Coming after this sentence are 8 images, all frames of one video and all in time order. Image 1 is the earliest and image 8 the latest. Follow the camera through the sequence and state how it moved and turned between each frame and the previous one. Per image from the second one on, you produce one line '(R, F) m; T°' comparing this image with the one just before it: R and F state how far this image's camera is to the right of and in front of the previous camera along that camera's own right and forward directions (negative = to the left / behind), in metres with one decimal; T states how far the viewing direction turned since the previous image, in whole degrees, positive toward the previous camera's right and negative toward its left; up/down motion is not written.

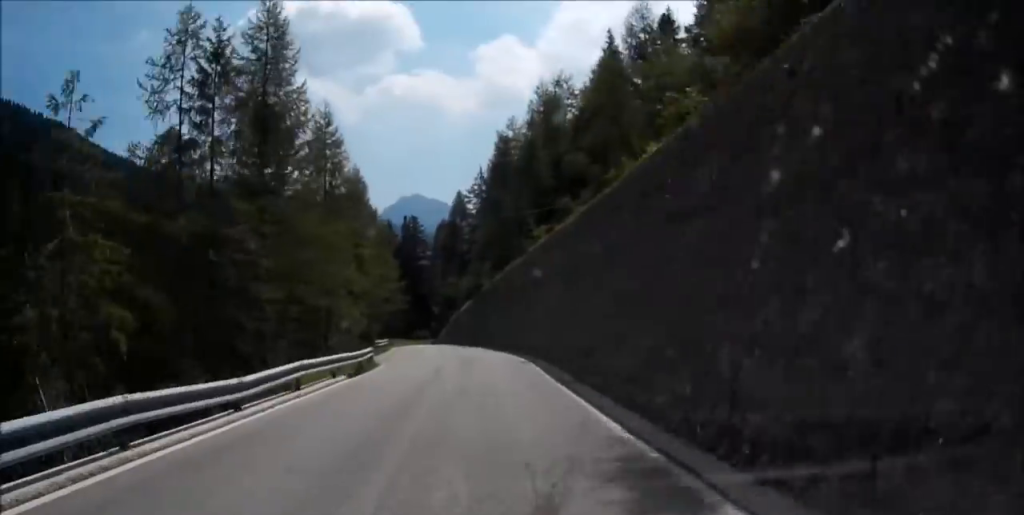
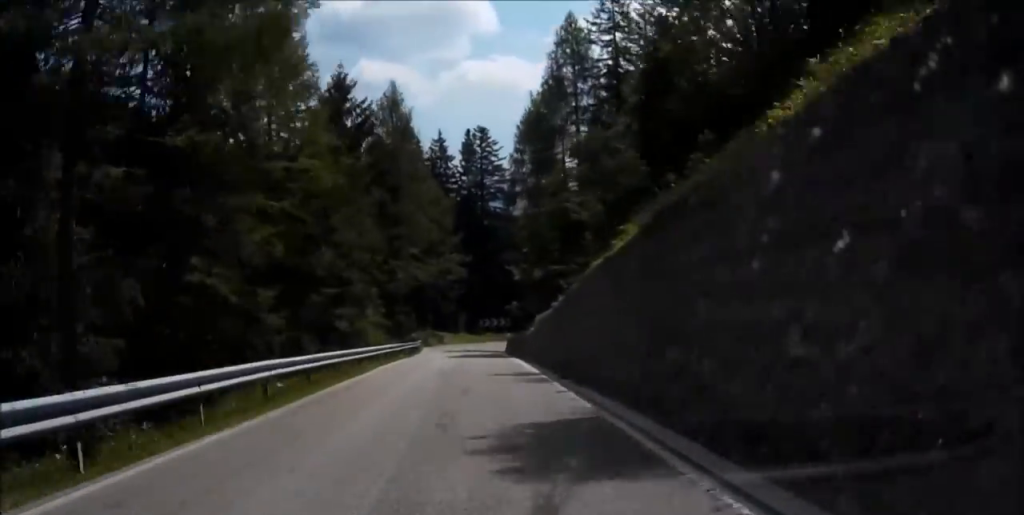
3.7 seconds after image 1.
(-0.3, +50.3) m; +1°
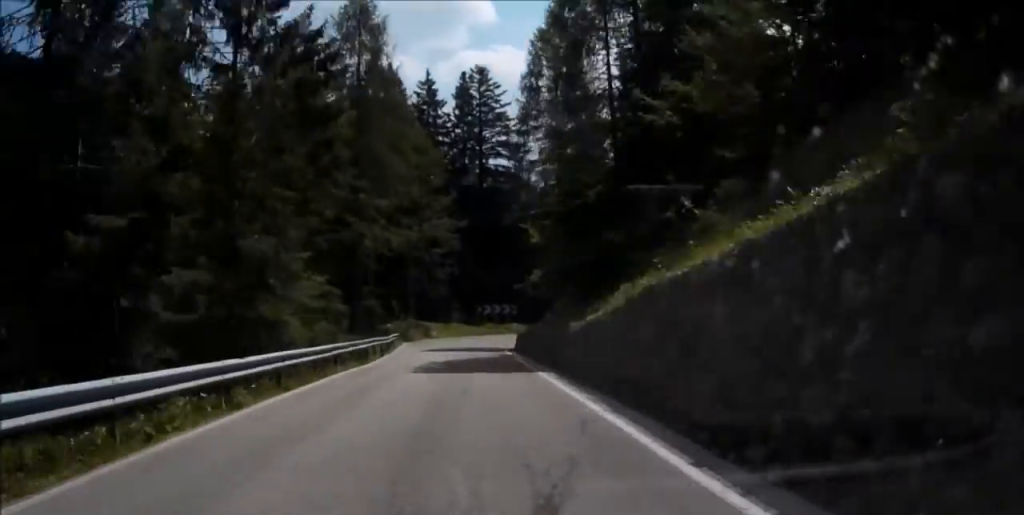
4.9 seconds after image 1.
(-0.3, +14.0) m; +4°
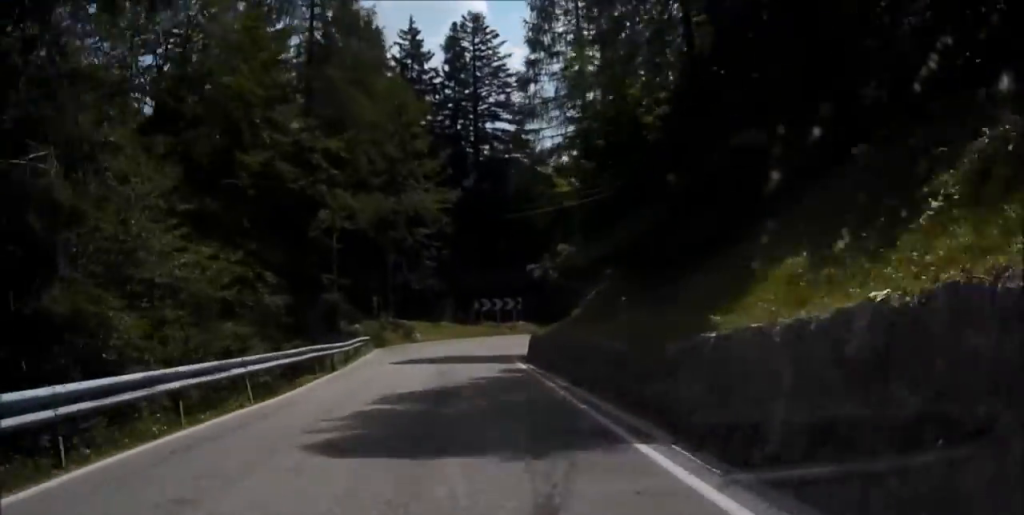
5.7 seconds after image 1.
(0.0, +9.9) m; +4°
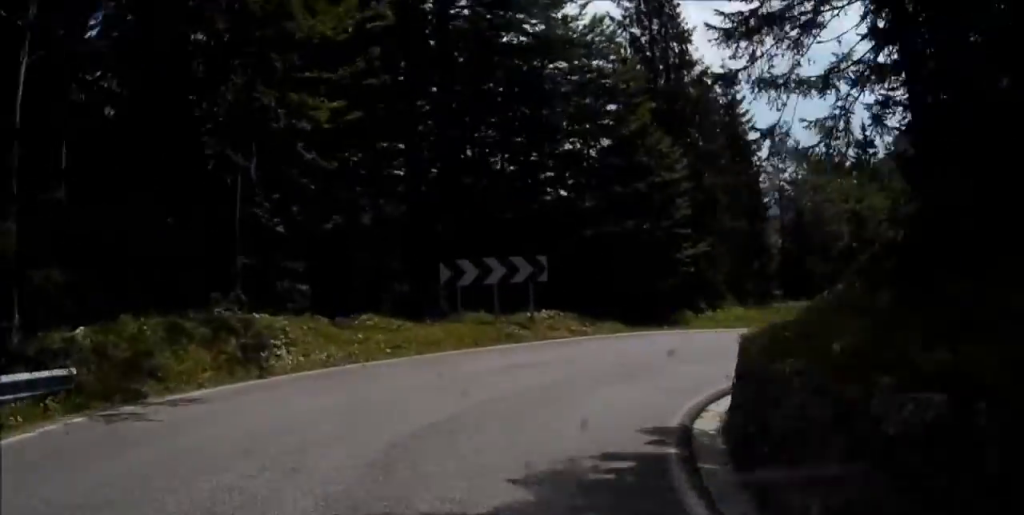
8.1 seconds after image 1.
(+3.7, +23.3) m; +11°
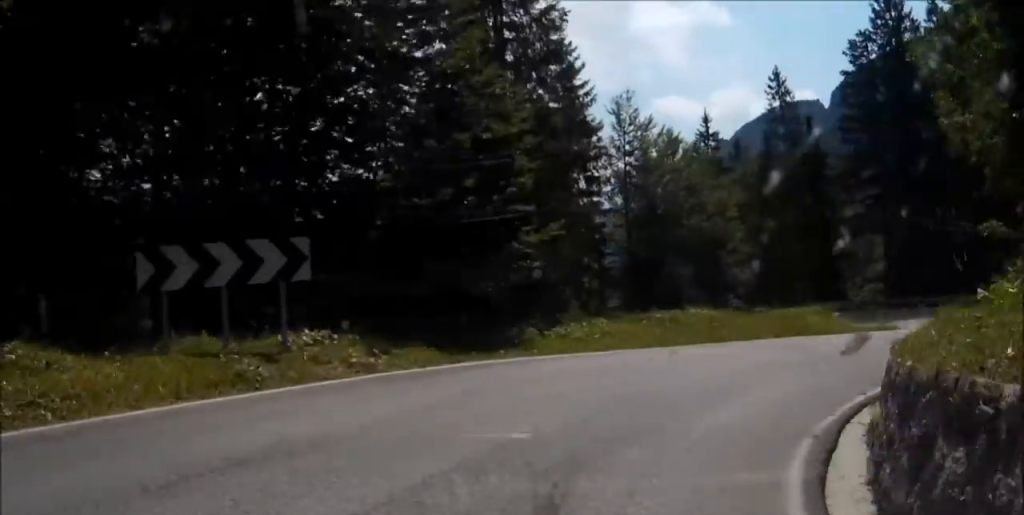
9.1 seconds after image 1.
(+0.3, +8.9) m; +2°
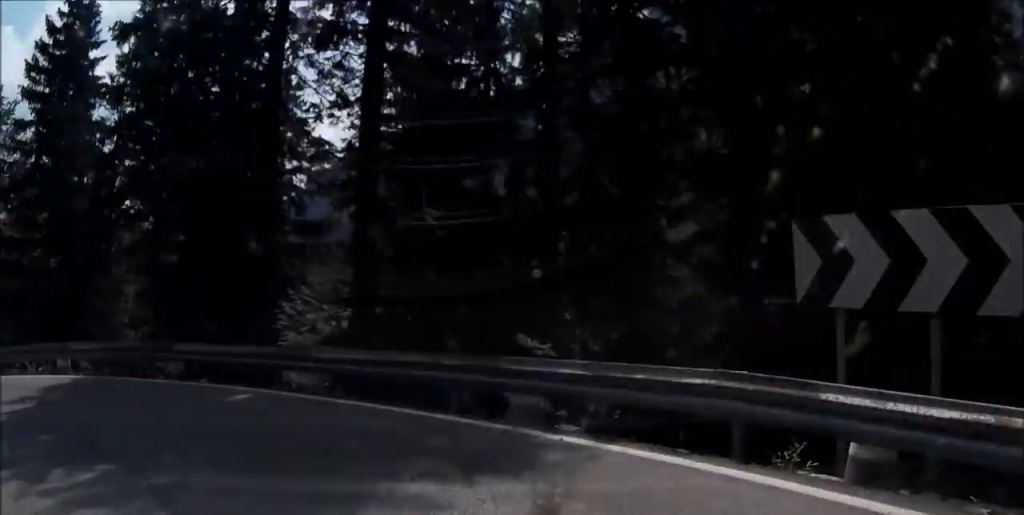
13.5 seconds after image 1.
(-0.1, +34.3) m; -13°
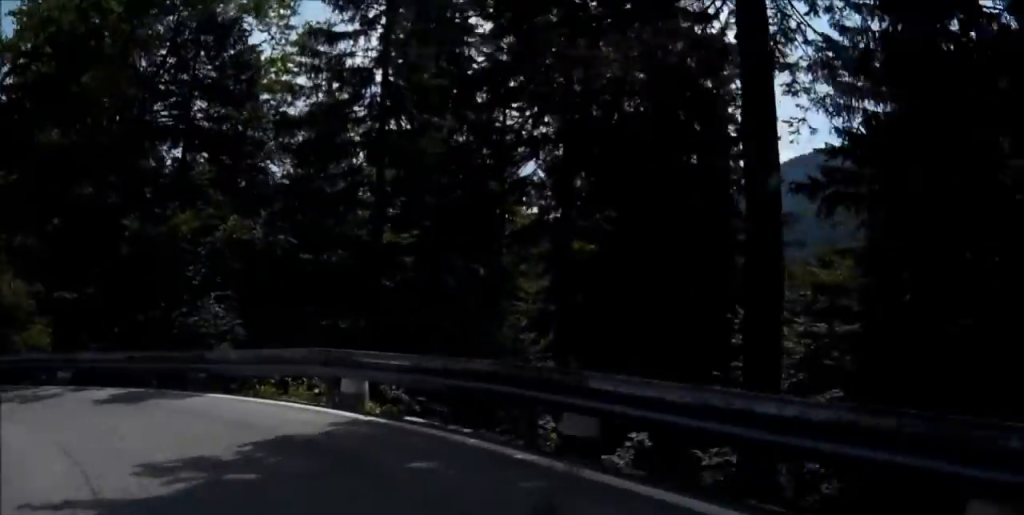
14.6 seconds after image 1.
(-1.1, +7.9) m; -21°
